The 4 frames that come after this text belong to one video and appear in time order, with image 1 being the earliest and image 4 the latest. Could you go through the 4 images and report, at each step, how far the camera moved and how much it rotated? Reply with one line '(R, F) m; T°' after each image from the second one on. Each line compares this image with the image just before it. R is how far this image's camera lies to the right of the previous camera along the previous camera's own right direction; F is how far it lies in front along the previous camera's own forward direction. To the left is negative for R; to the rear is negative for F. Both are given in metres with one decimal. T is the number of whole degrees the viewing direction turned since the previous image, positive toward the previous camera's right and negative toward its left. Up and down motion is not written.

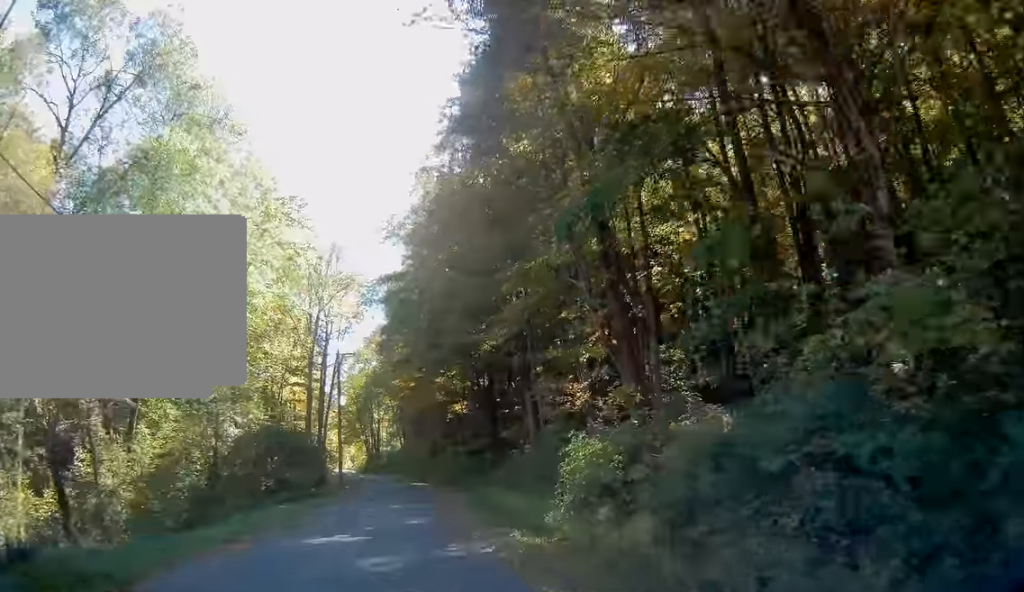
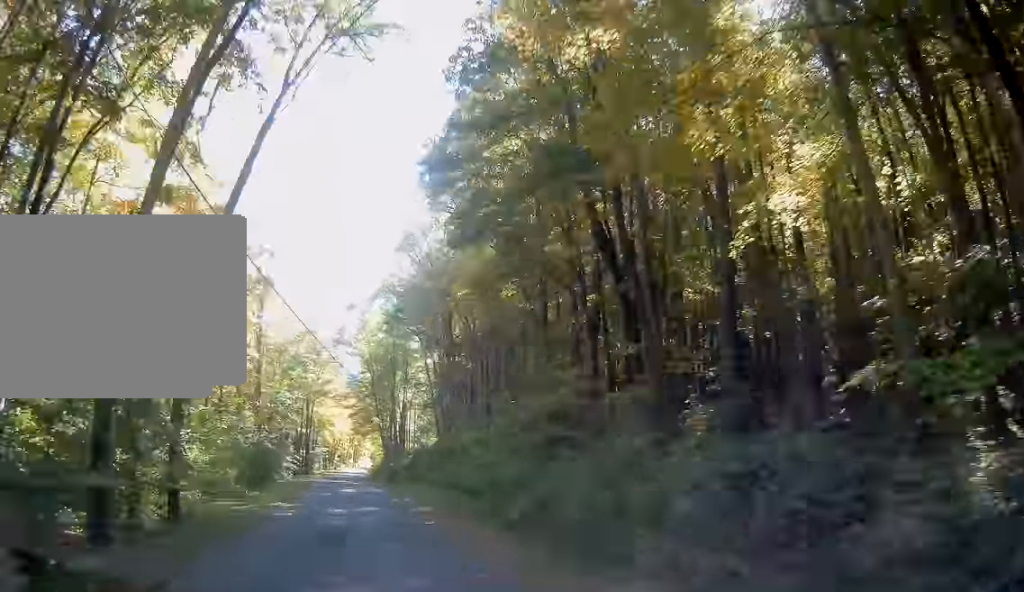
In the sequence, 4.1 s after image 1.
(-0.3, +51.9) m; -3°
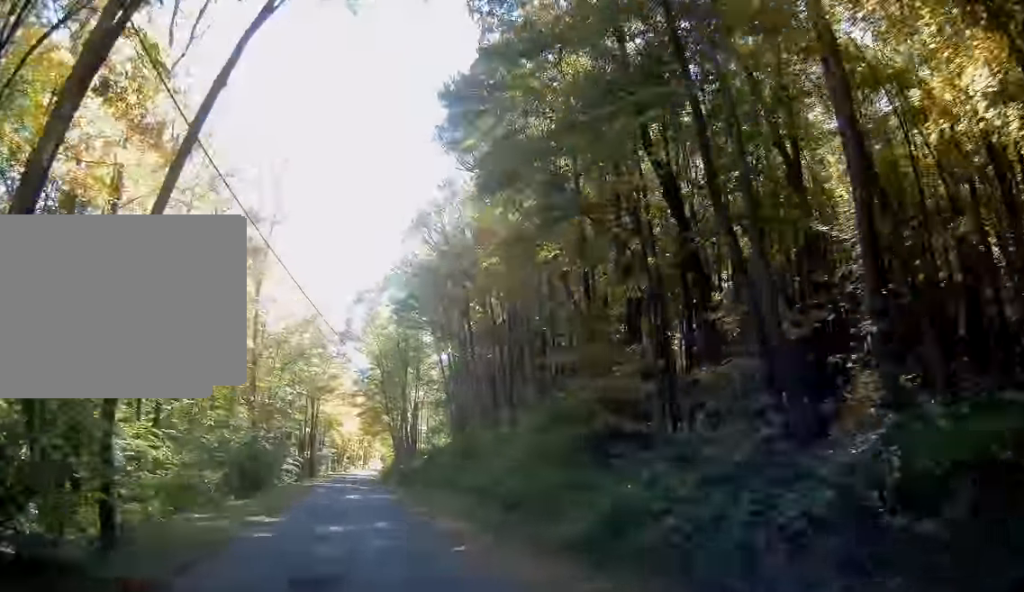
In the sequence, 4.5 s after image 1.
(+0.2, +5.4) m; -1°
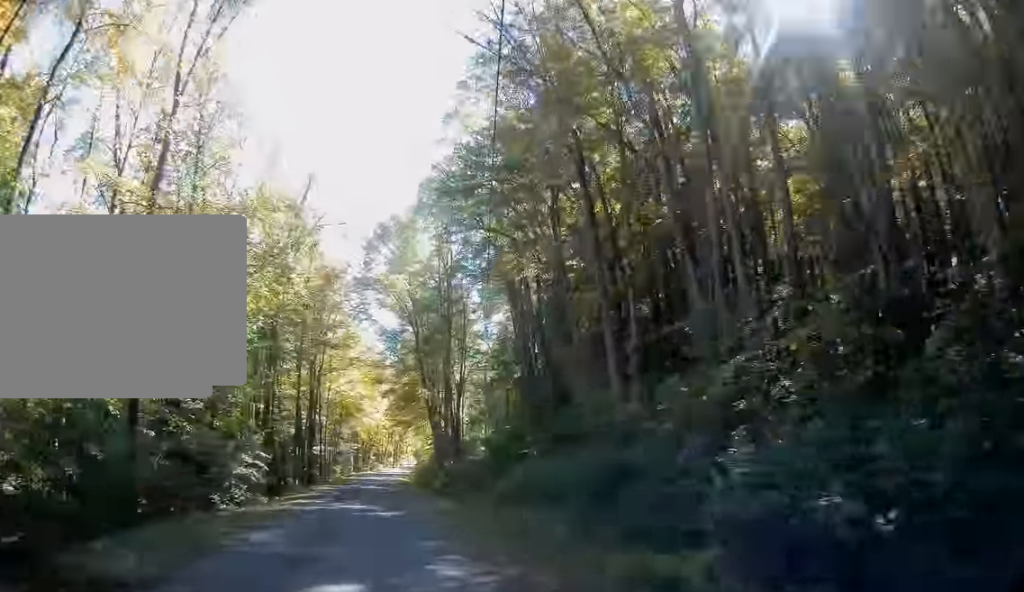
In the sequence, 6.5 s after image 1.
(-1.0, +25.2) m; -5°
